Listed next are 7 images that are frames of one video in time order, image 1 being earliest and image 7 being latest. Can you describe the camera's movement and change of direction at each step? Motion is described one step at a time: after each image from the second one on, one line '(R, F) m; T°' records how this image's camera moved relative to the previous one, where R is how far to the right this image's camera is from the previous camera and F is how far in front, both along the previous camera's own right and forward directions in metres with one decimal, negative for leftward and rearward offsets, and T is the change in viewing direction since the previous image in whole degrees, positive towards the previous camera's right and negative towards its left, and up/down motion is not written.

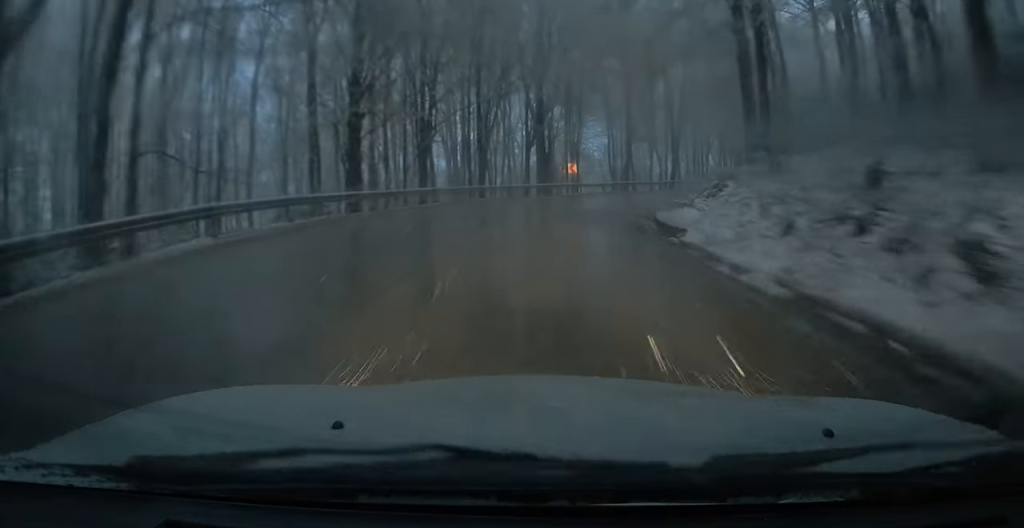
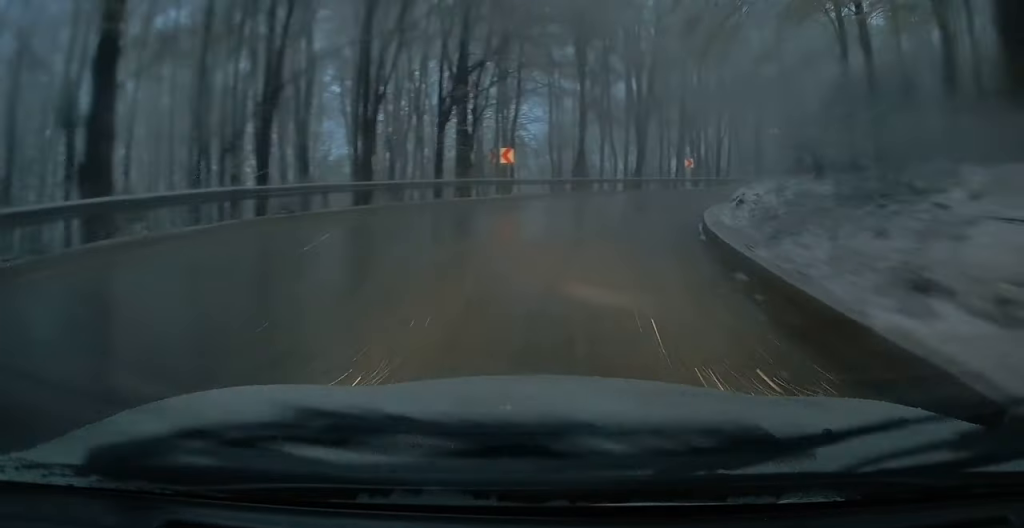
(+0.7, +15.5) m; +4°
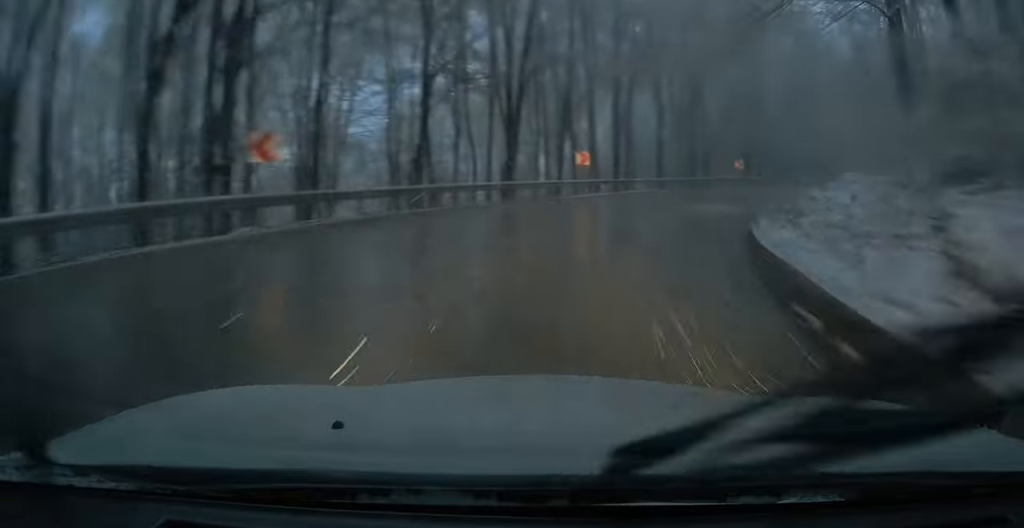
(+0.5, +15.9) m; +7°
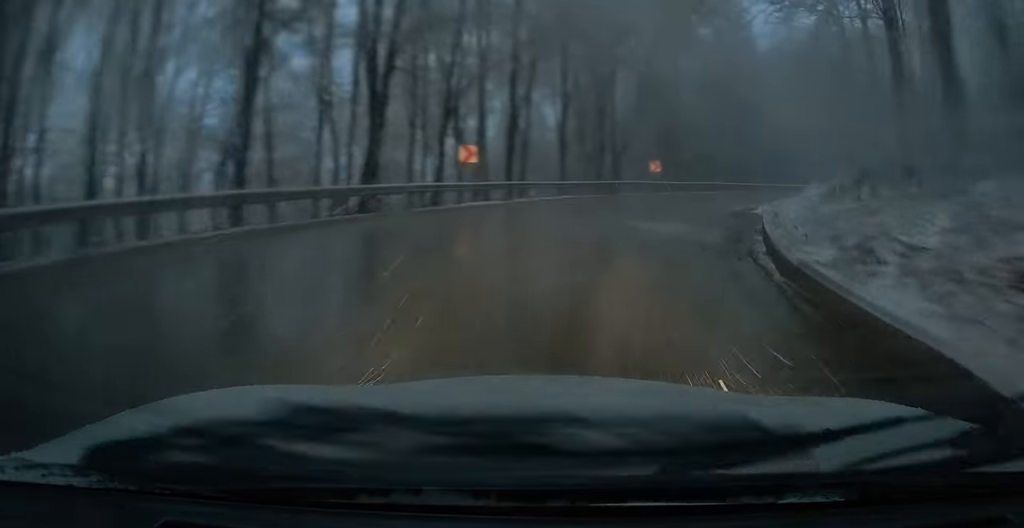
(+0.5, +8.1) m; +8°
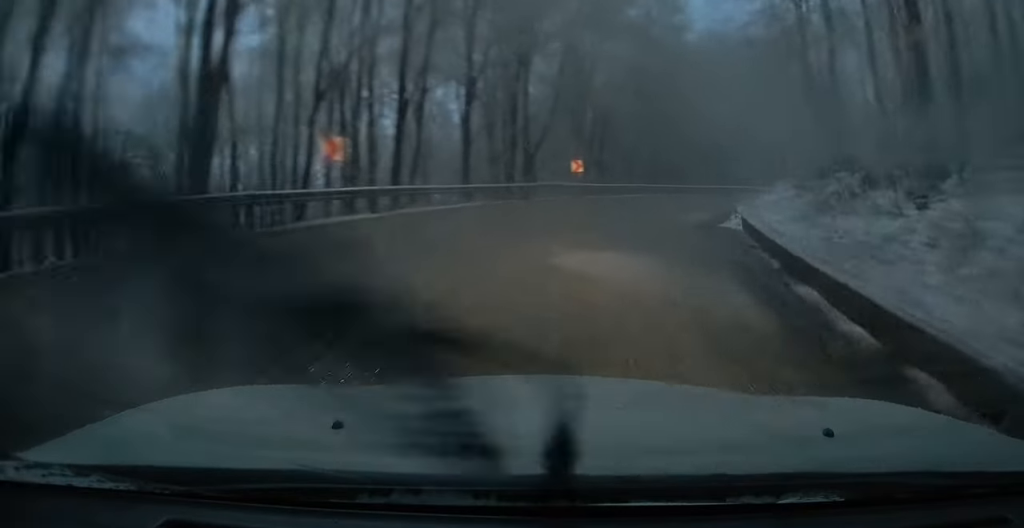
(+0.4, +6.6) m; +8°
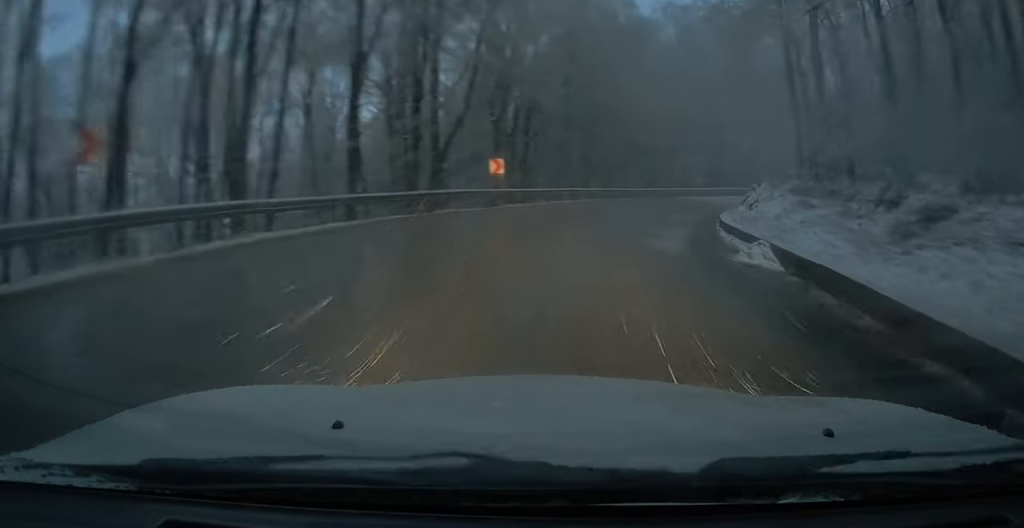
(+0.7, +7.1) m; +9°
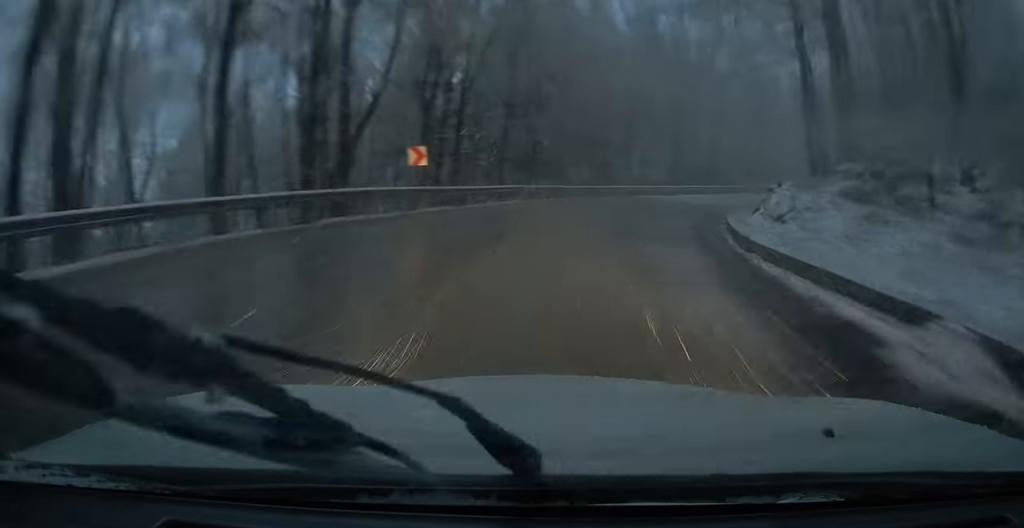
(+0.6, +6.3) m; +4°
